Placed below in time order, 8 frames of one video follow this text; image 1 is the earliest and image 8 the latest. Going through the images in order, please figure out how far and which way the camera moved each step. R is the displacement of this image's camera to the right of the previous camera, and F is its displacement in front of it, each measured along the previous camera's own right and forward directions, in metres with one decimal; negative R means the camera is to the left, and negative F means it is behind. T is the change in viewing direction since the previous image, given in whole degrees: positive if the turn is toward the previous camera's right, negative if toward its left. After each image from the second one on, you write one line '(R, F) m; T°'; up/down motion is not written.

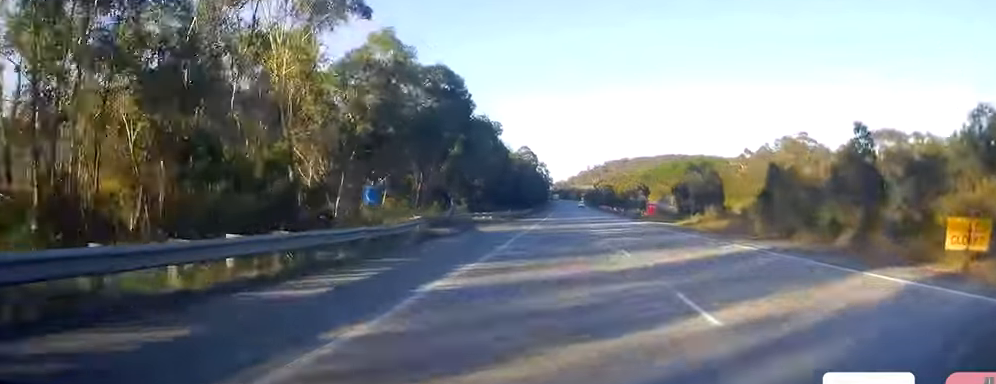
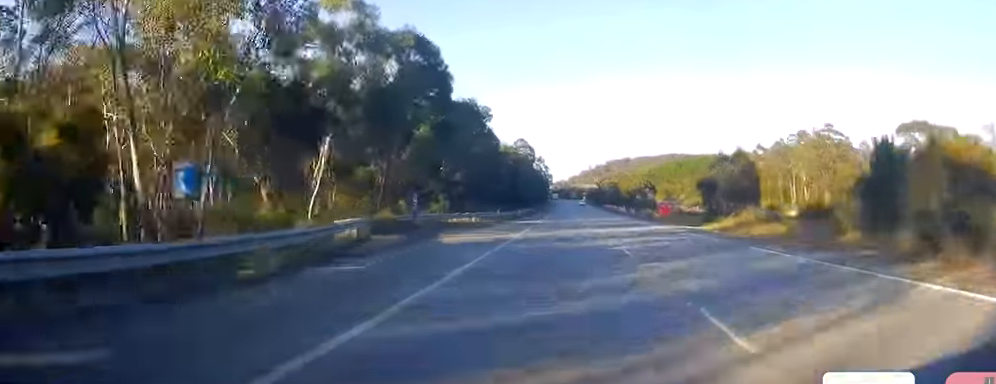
(0.0, +13.2) m; 0°
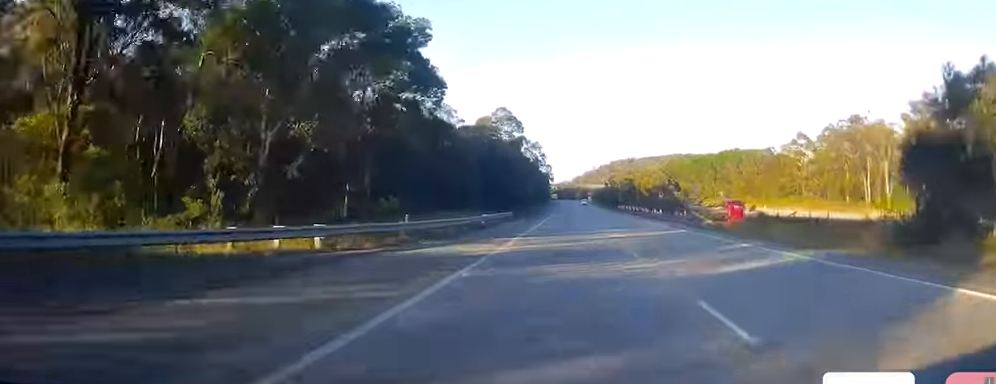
(-0.4, +35.9) m; -1°
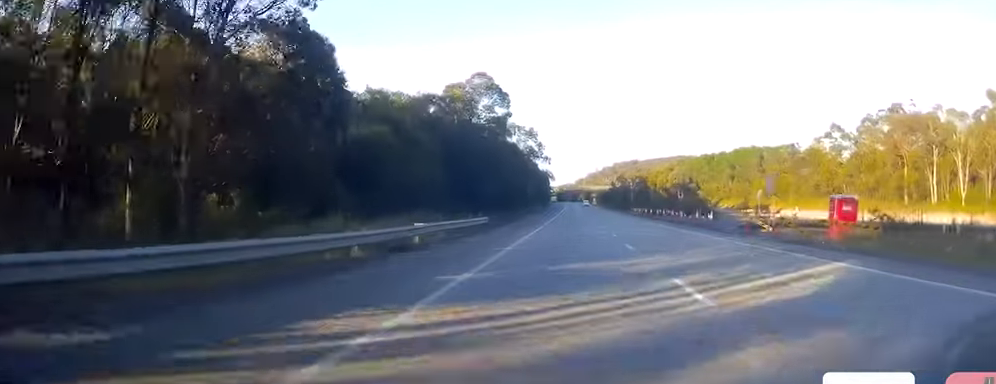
(-0.3, +20.8) m; 0°
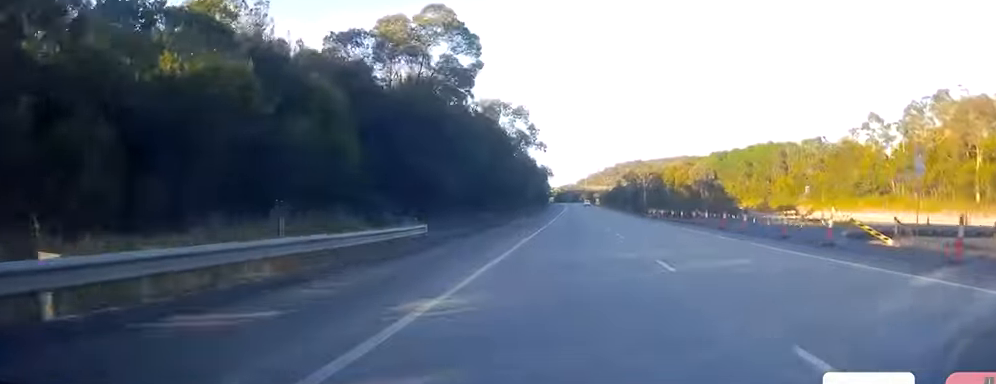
(+0.4, +18.9) m; 0°
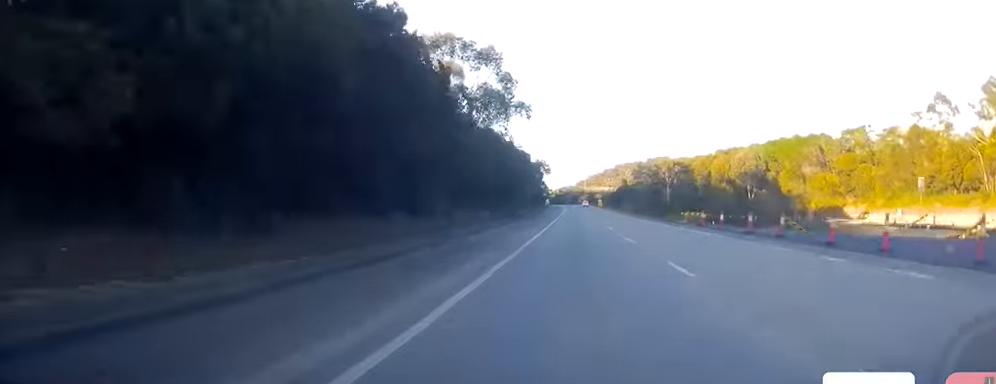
(-0.1, +25.5) m; 0°
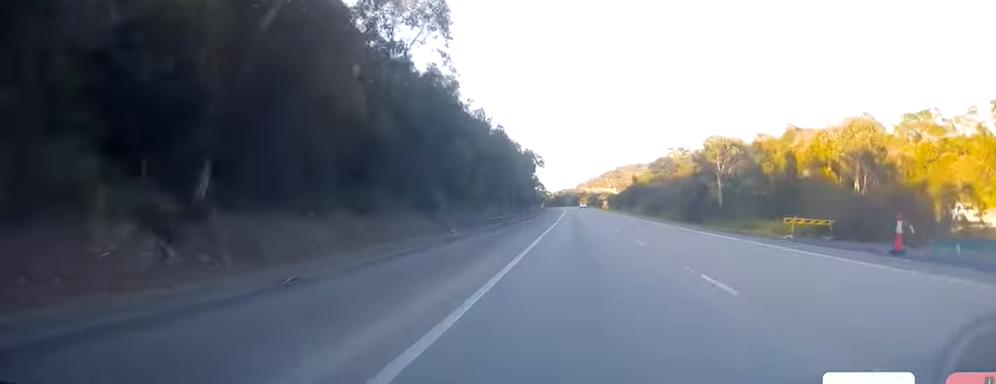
(+0.1, +27.4) m; +1°
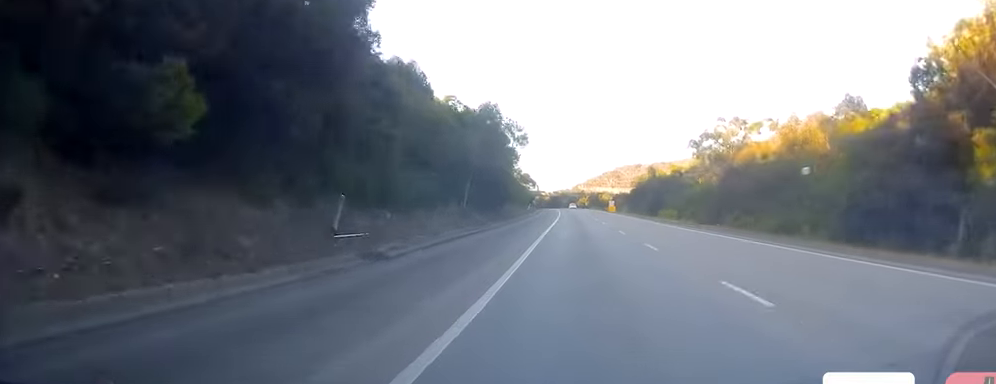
(+0.1, +37.6) m; 0°
